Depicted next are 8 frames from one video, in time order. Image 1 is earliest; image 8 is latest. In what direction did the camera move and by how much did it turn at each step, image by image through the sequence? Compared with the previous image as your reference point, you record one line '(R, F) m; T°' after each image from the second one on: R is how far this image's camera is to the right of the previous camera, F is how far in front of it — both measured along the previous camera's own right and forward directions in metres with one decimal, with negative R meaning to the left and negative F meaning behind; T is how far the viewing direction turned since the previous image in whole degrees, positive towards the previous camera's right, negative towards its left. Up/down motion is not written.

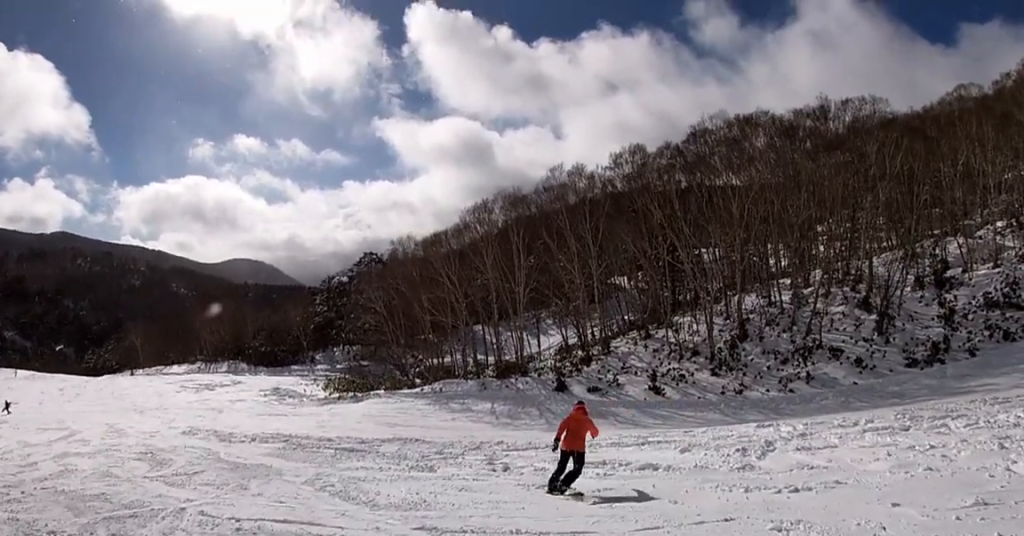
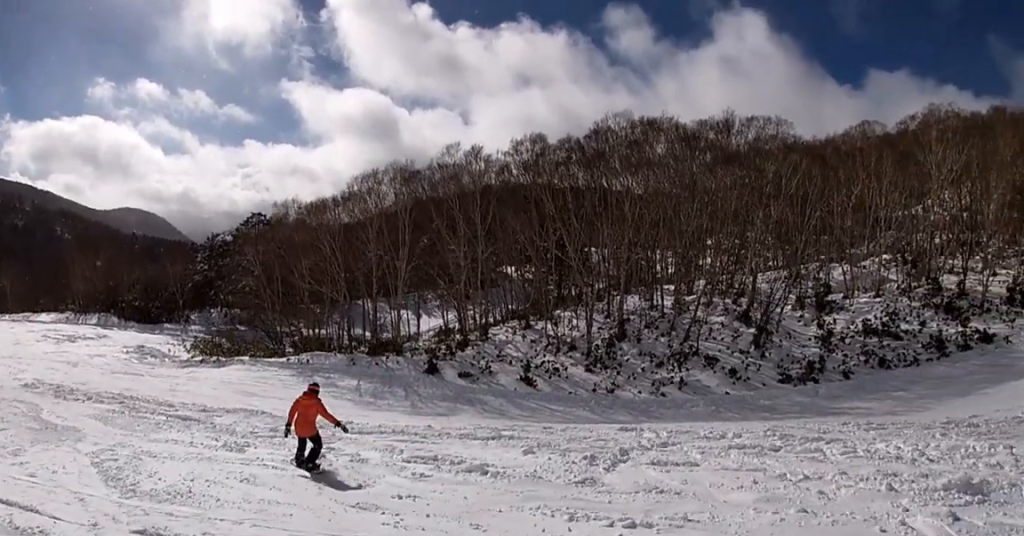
(+0.4, +1.4) m; +22°
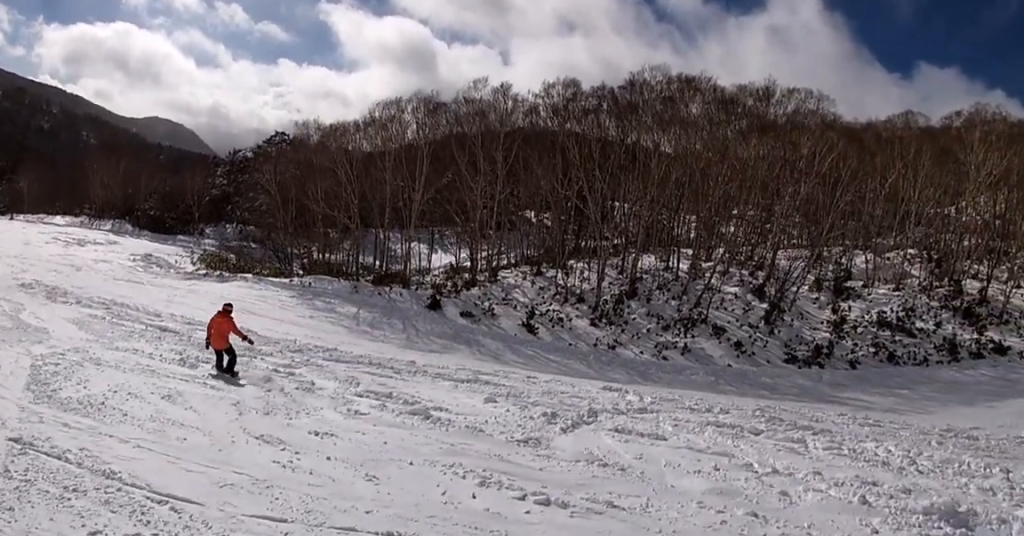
(+0.9, +1.2) m; +18°
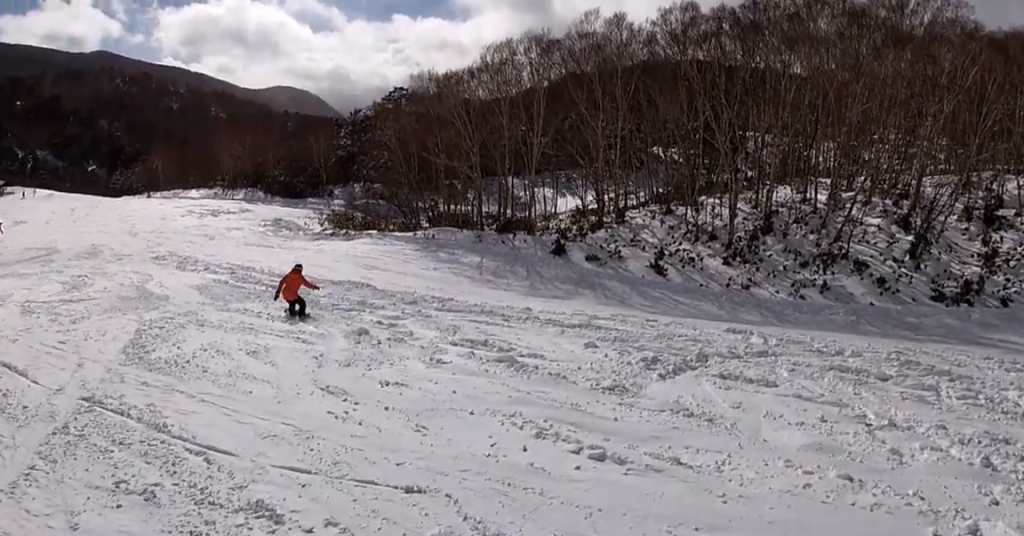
(-0.2, +1.3) m; -23°
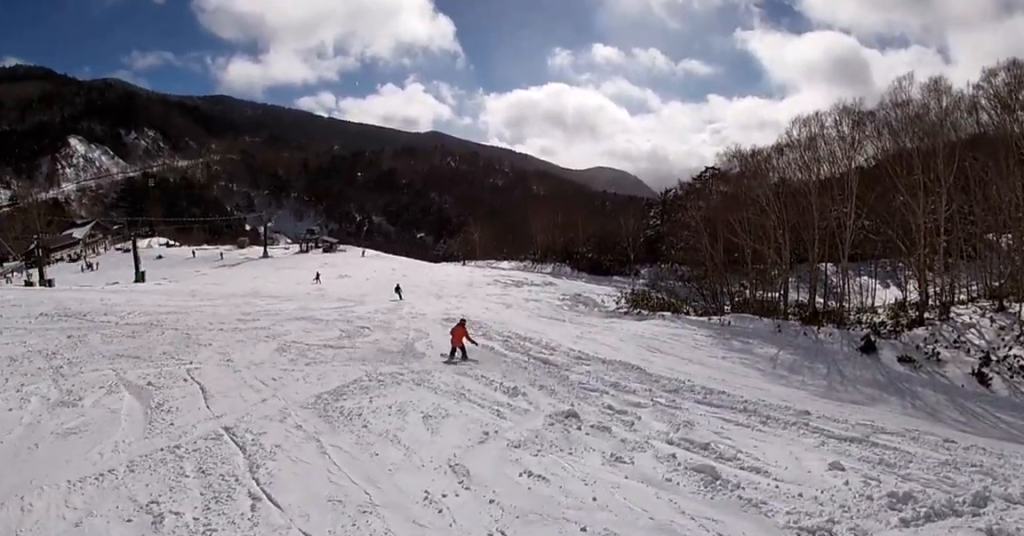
(-1.3, +1.9) m; -58°
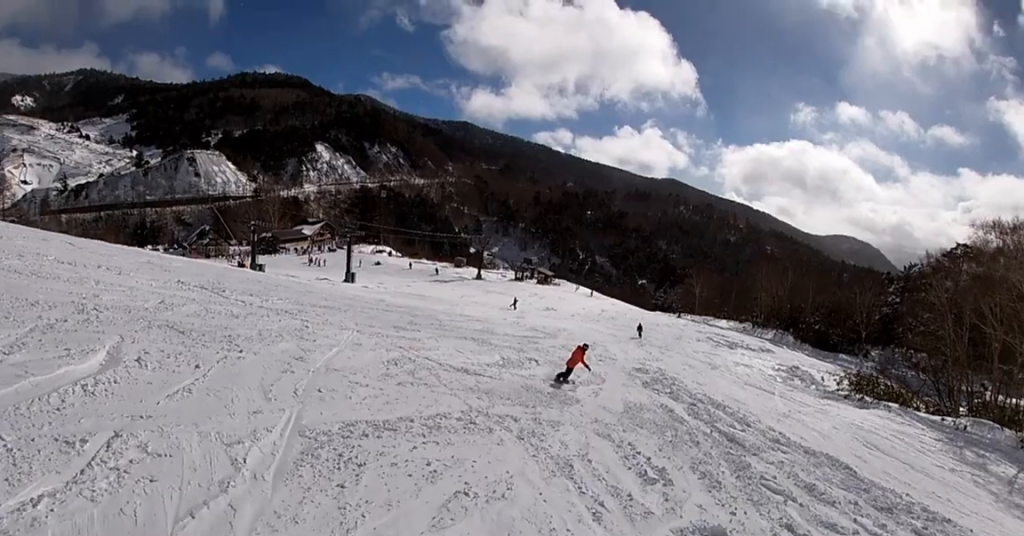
(-1.1, +4.4) m; -30°
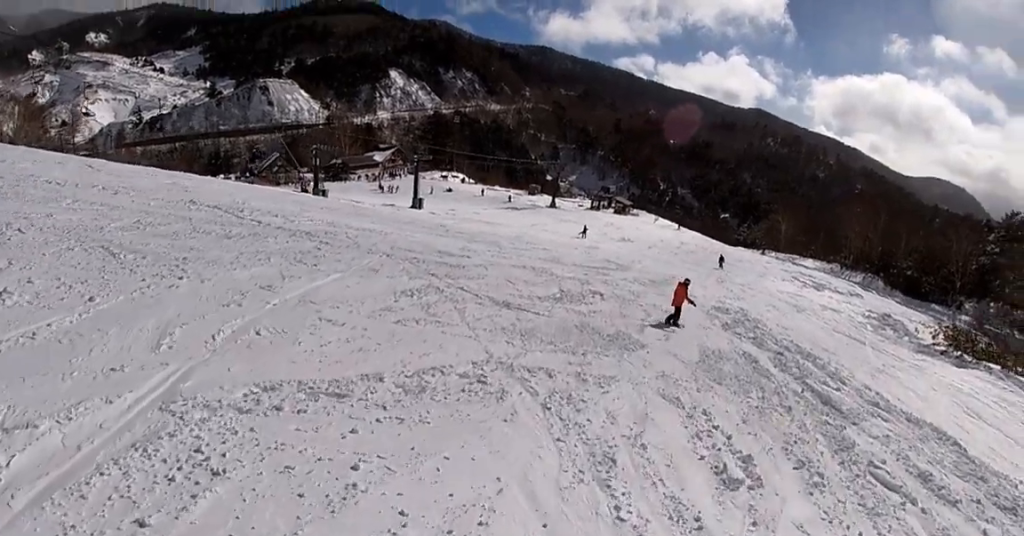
(-0.5, +2.6) m; -13°
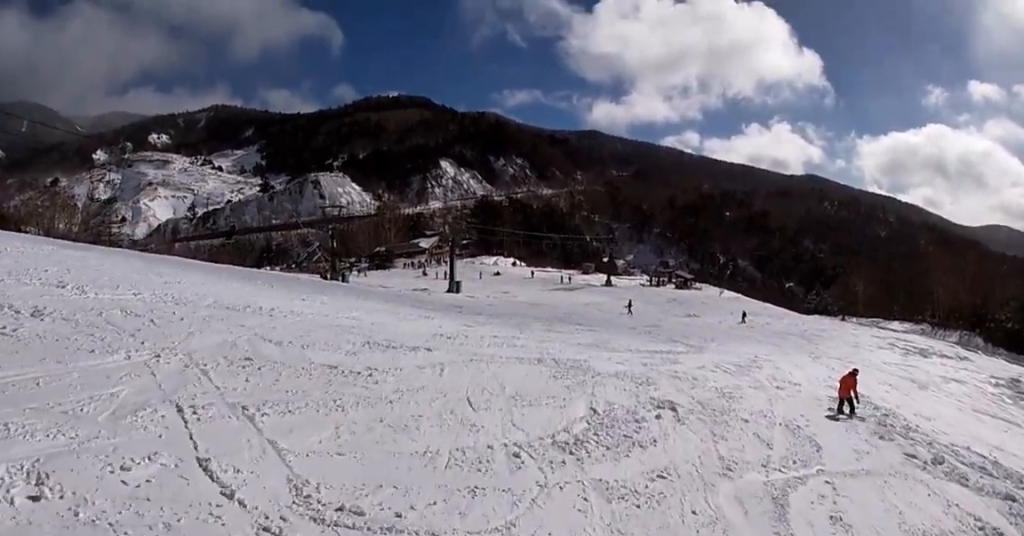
(-1.9, +9.3) m; -7°
